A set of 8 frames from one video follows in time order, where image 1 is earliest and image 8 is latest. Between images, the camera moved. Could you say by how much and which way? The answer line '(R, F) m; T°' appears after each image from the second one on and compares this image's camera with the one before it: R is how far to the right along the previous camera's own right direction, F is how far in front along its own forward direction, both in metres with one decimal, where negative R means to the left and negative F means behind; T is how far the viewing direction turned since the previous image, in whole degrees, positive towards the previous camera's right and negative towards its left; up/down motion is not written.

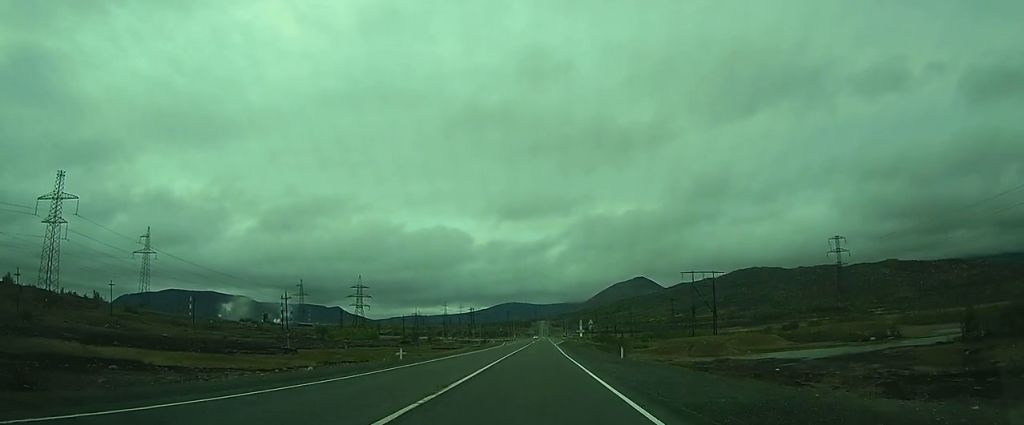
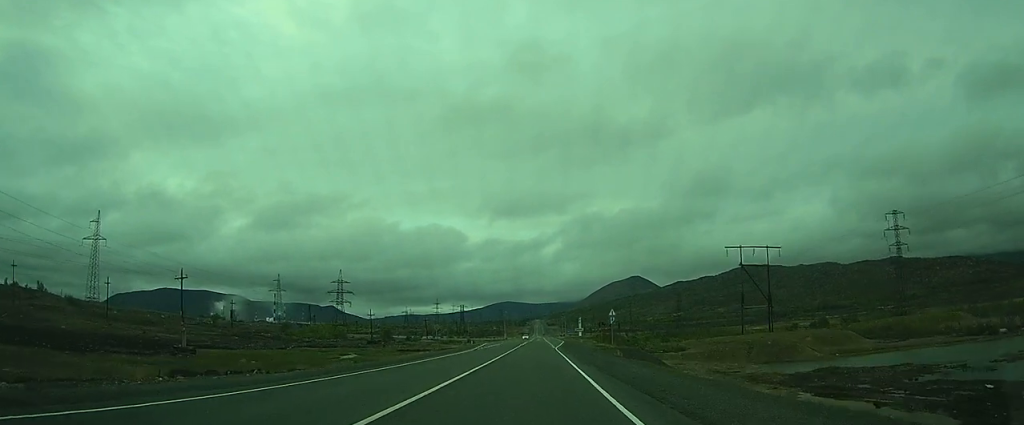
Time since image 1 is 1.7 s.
(+0.8, +33.7) m; +1°
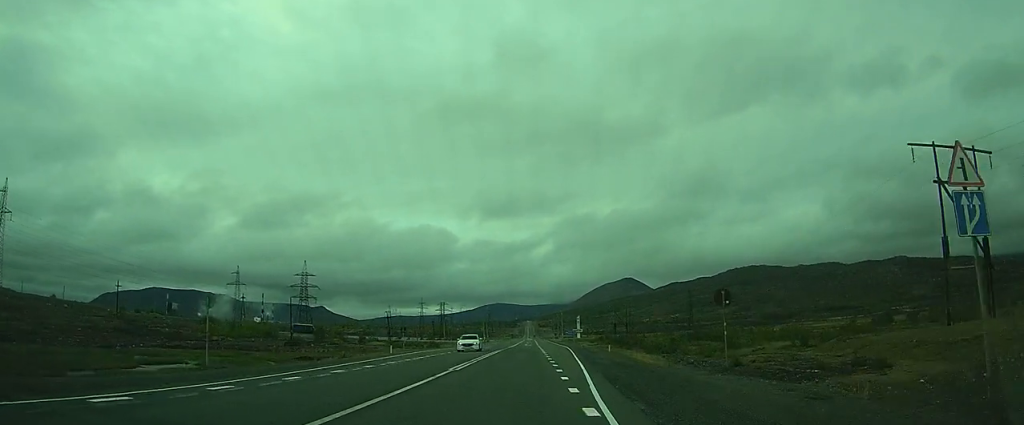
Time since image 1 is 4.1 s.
(-0.6, +49.7) m; -1°
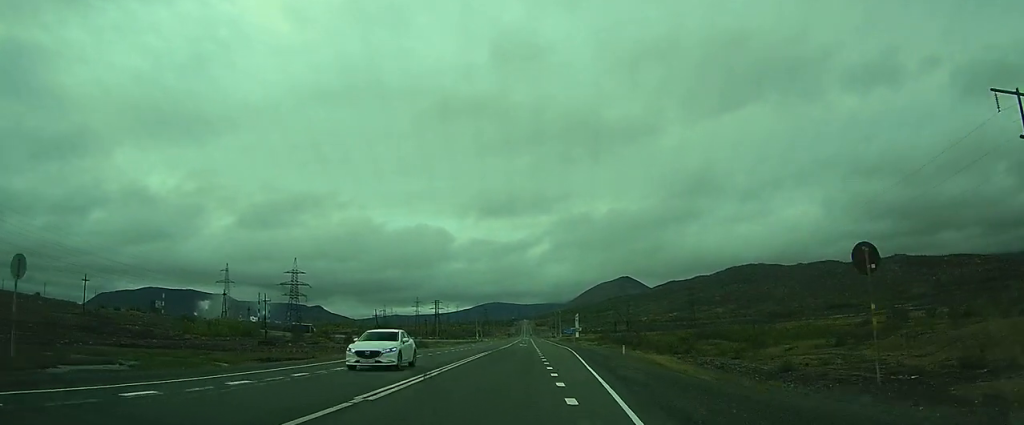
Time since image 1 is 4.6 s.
(0.0, +10.1) m; 0°
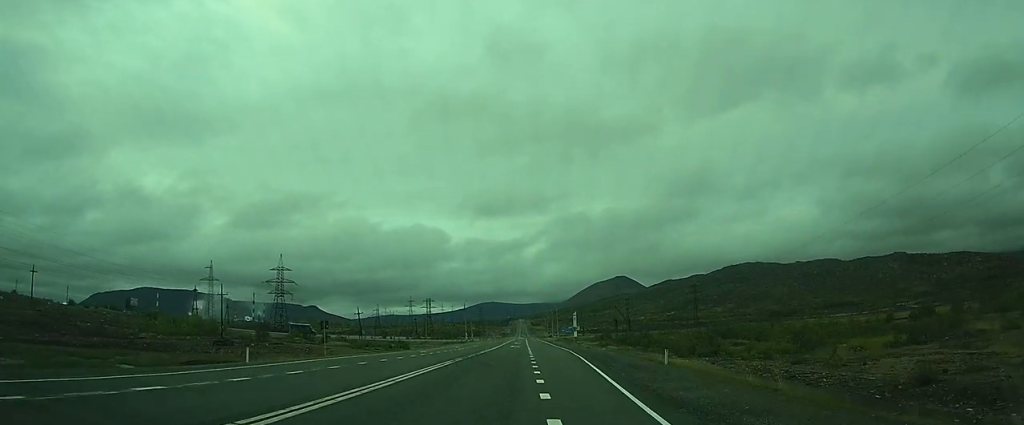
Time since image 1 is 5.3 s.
(-0.1, +14.4) m; 0°
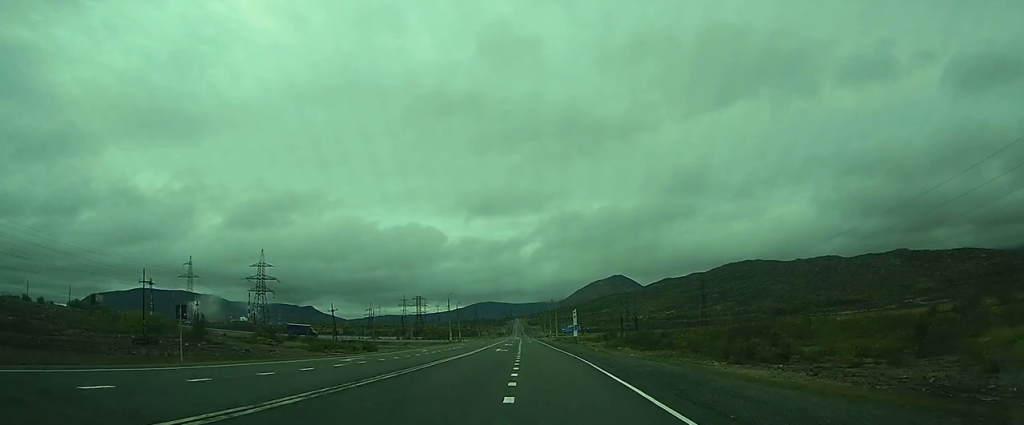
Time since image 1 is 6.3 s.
(+0.2, +20.0) m; 0°
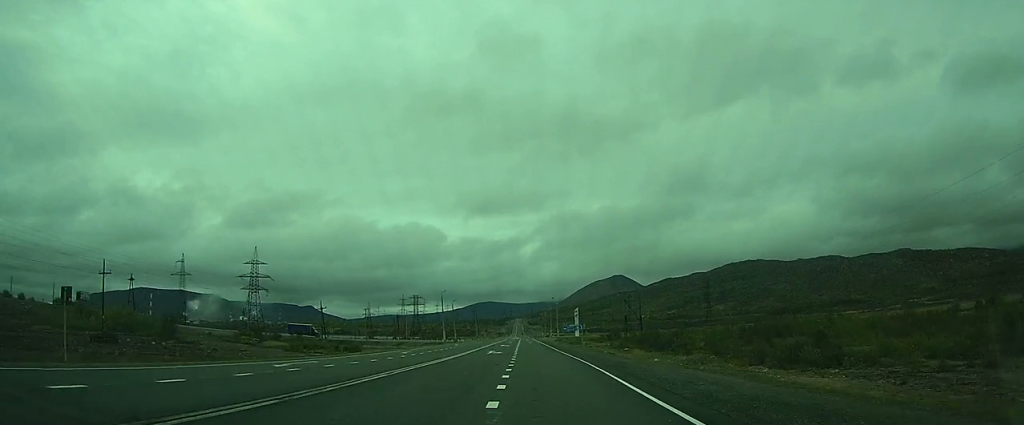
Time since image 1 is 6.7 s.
(0.0, +8.3) m; 0°
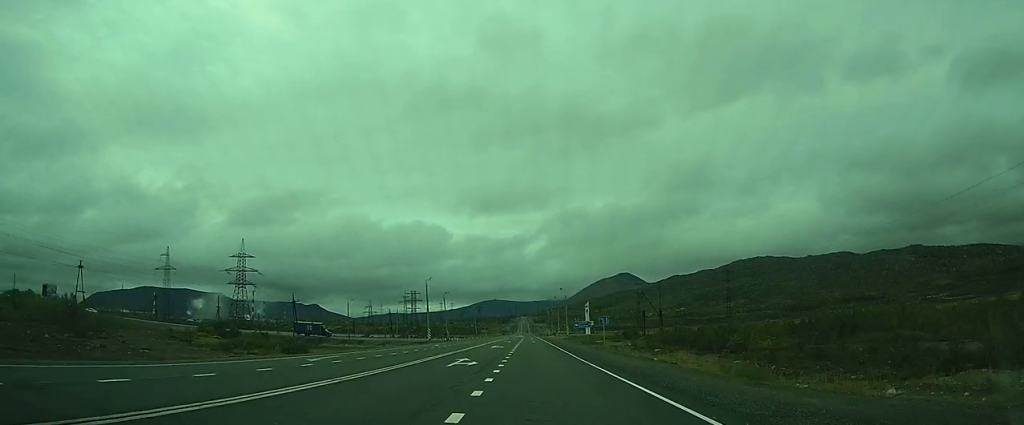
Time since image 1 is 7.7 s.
(-0.2, +21.0) m; 0°
